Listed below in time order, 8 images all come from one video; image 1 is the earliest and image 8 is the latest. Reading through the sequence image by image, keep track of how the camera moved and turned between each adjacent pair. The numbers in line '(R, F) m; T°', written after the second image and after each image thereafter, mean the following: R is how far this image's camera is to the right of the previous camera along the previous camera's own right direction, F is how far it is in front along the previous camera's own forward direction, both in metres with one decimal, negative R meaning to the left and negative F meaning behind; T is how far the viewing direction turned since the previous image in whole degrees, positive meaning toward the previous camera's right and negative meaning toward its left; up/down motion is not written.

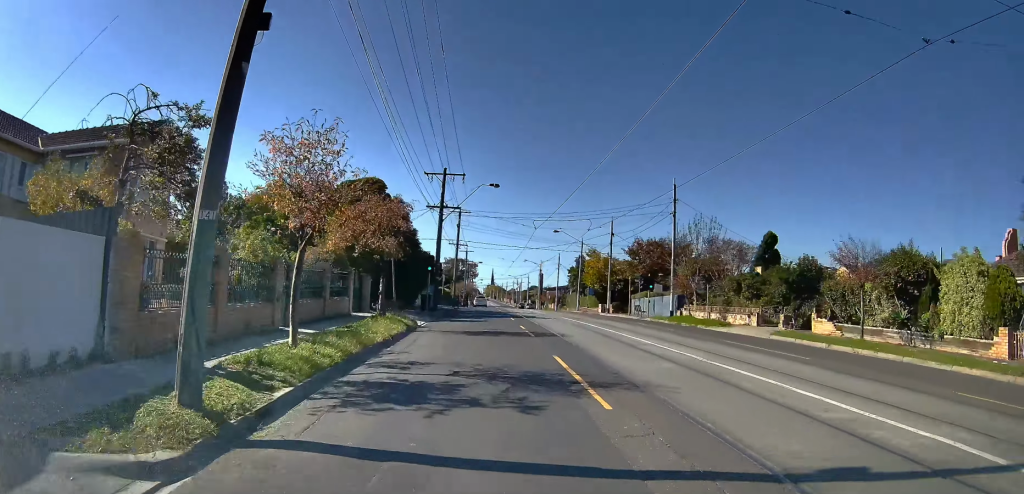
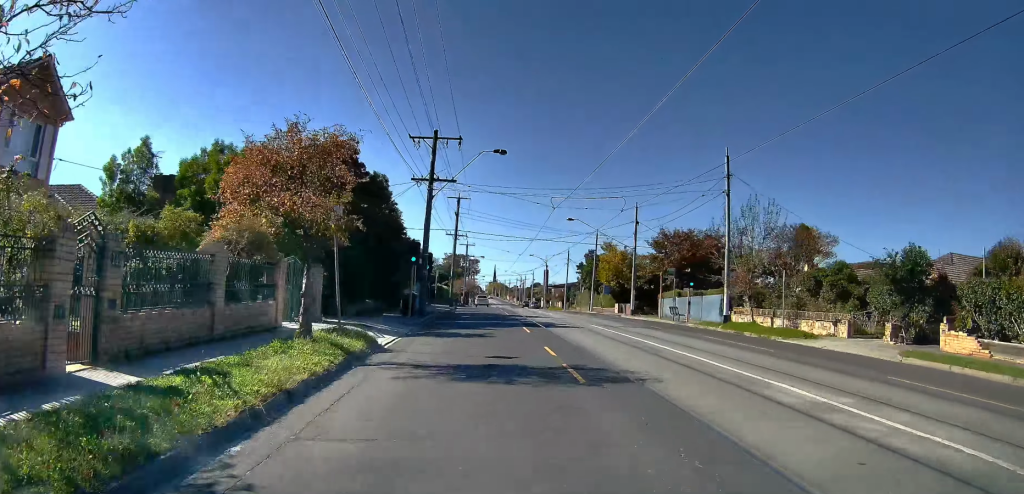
(+0.1, +9.8) m; 0°
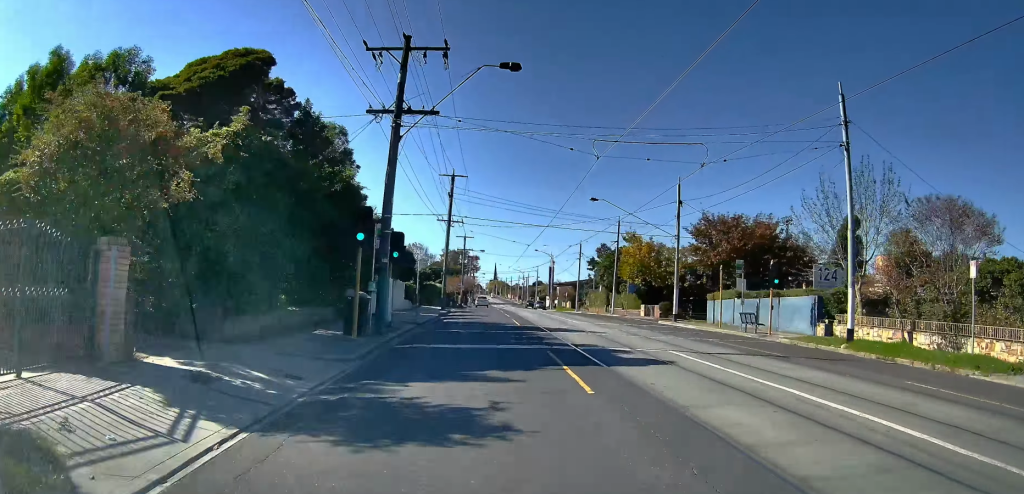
(0.0, +12.5) m; 0°
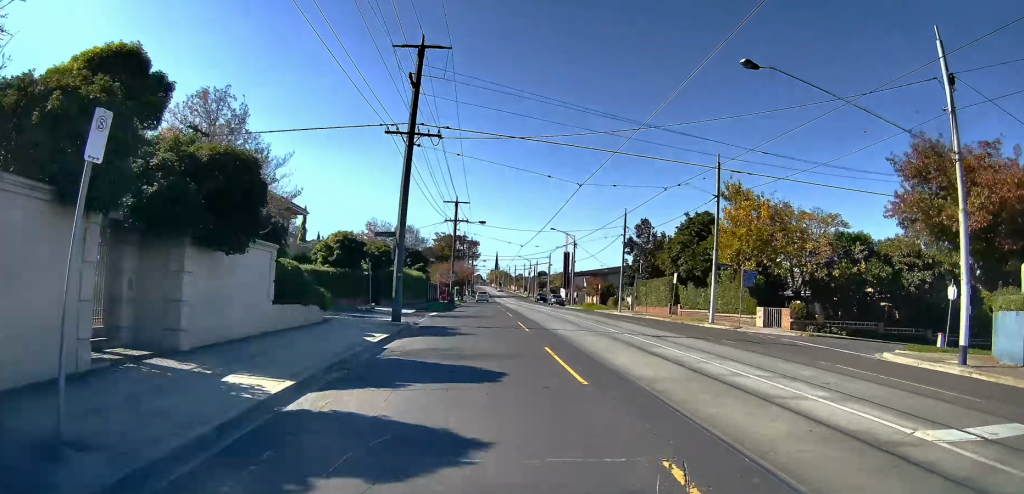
(-0.1, +27.6) m; +1°
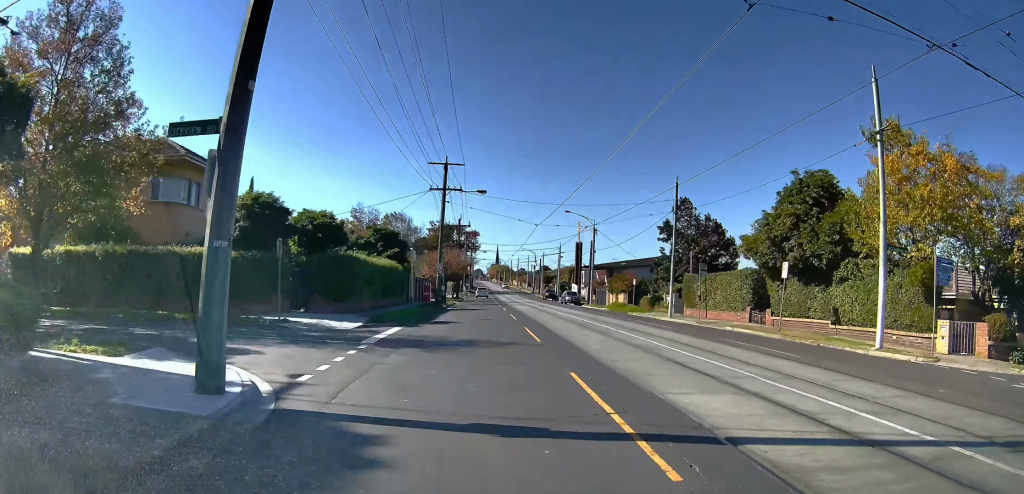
(+0.3, +16.3) m; +3°
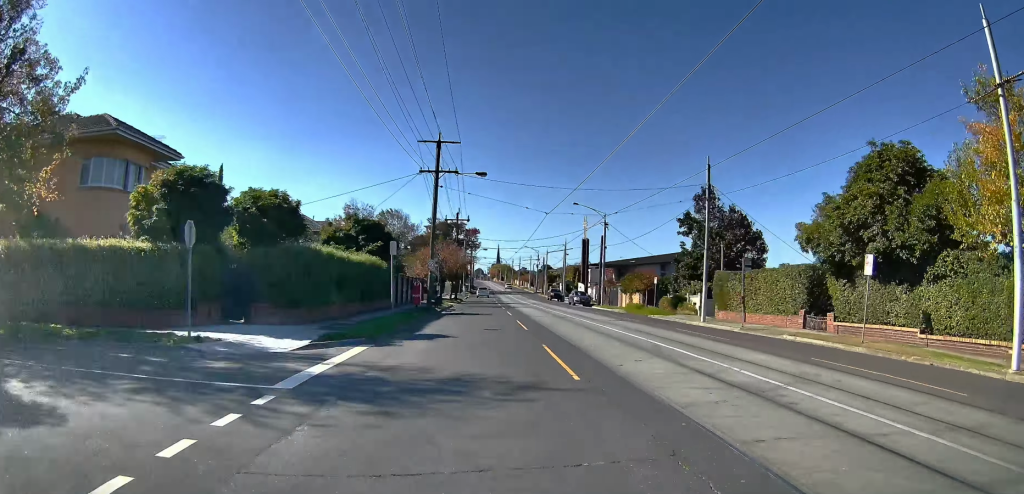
(+0.5, +6.6) m; -1°
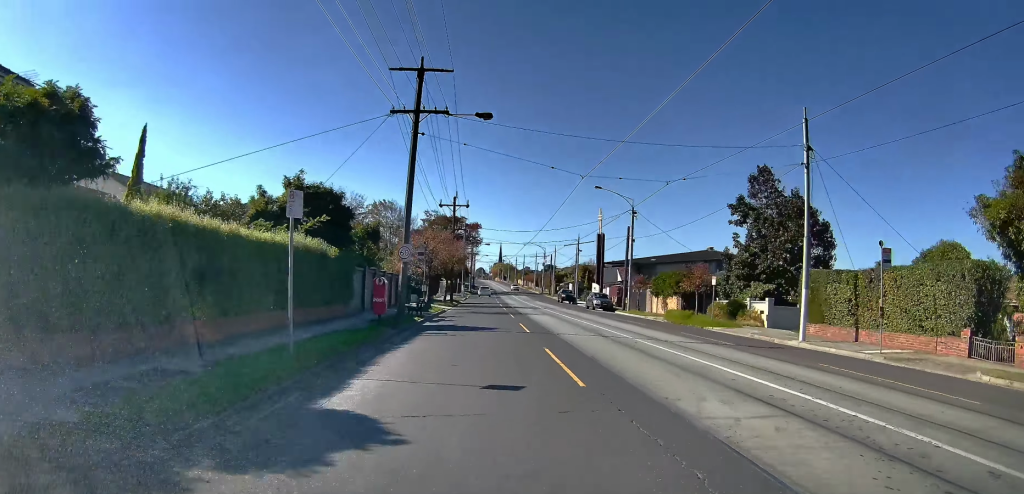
(-0.2, +12.0) m; -2°
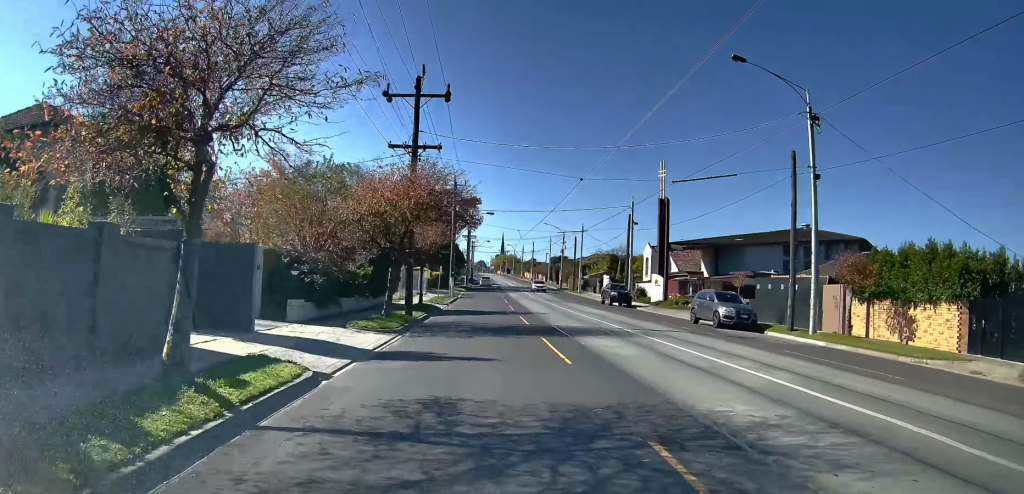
(-0.6, +32.4) m; +2°
